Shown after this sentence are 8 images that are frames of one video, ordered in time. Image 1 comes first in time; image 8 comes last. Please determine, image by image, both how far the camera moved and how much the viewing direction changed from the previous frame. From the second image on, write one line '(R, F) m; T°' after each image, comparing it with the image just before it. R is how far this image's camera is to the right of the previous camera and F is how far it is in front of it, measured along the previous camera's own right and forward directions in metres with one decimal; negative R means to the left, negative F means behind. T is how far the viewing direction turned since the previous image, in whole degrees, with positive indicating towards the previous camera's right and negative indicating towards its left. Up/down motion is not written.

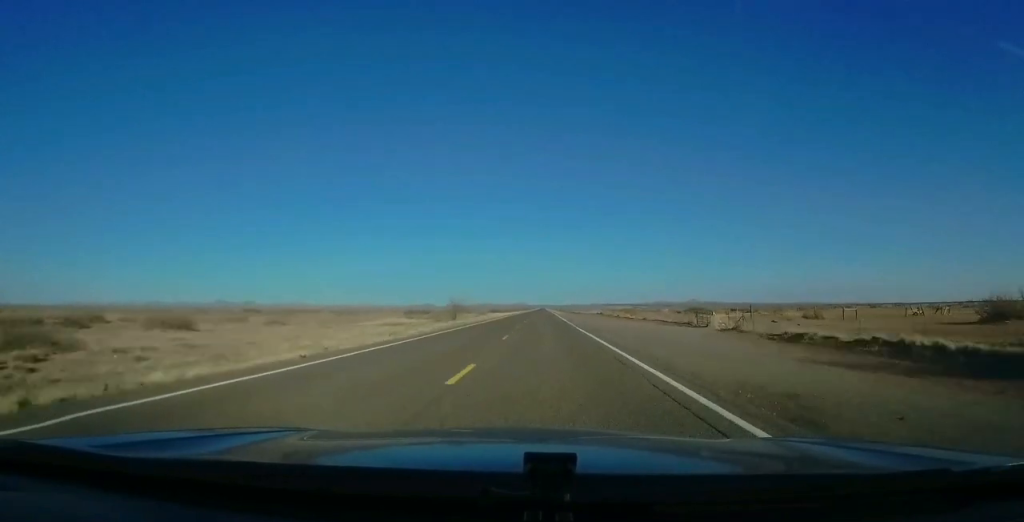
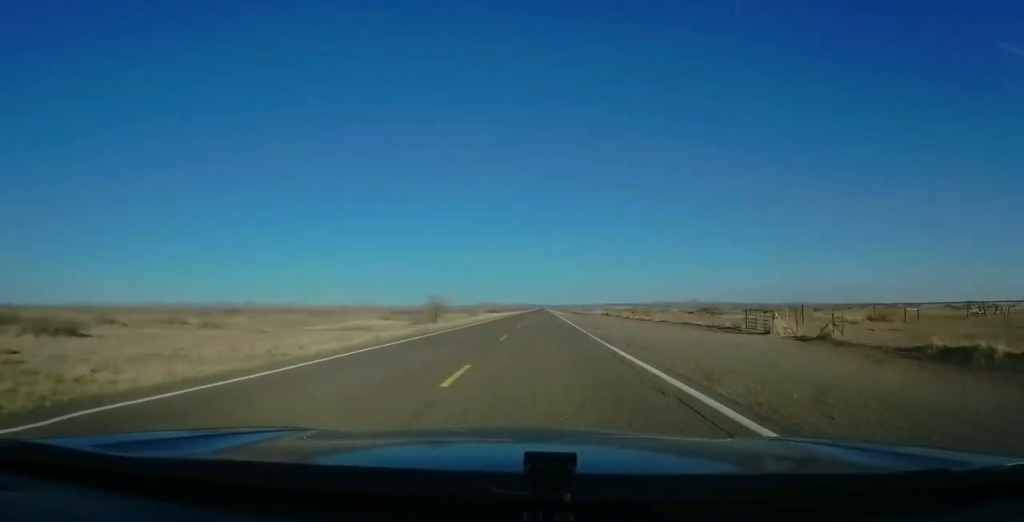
(0.0, +12.5) m; 0°
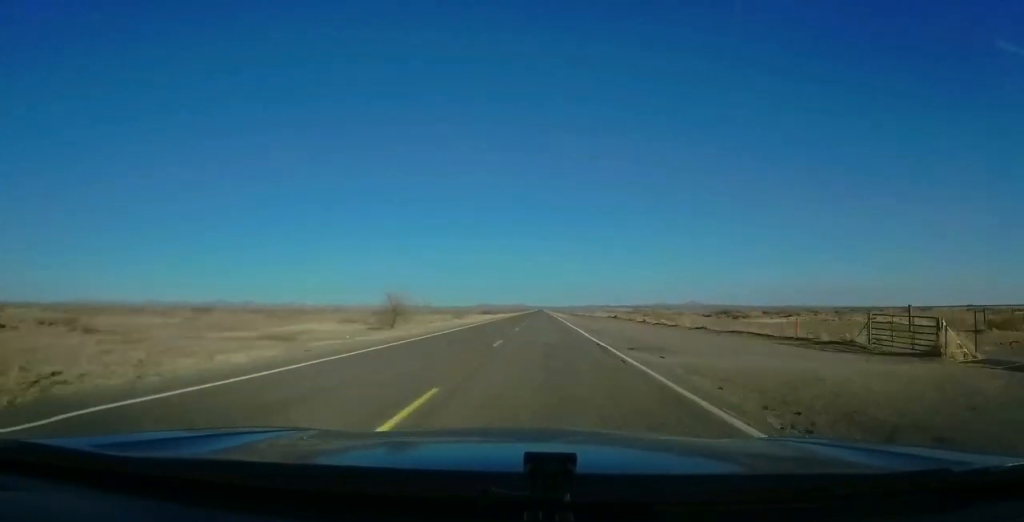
(-0.1, +15.5) m; +1°
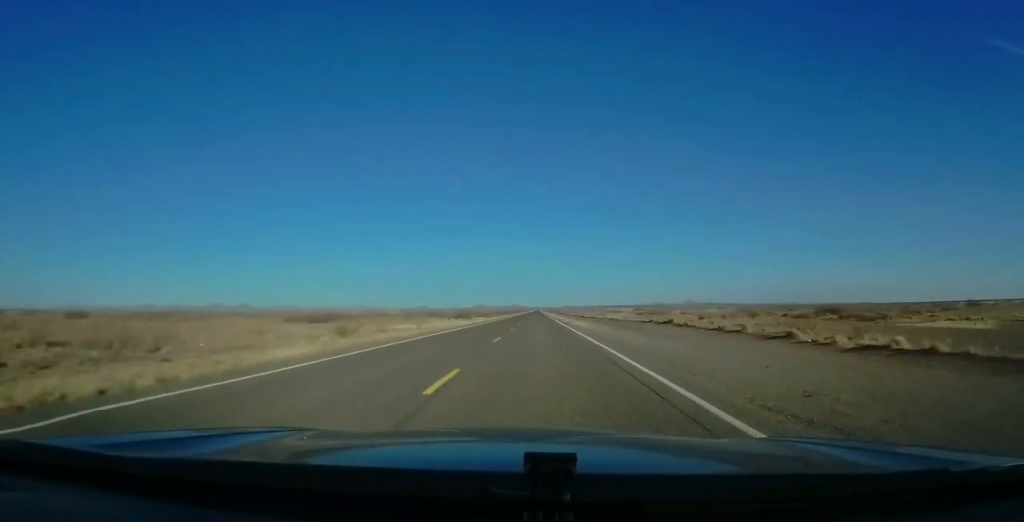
(+0.5, +46.4) m; 0°
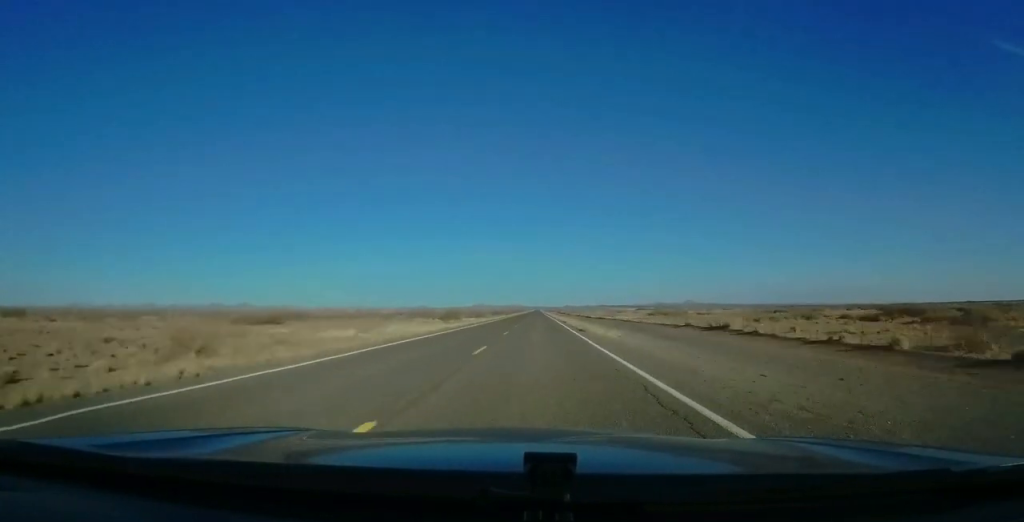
(-0.2, +17.4) m; -1°
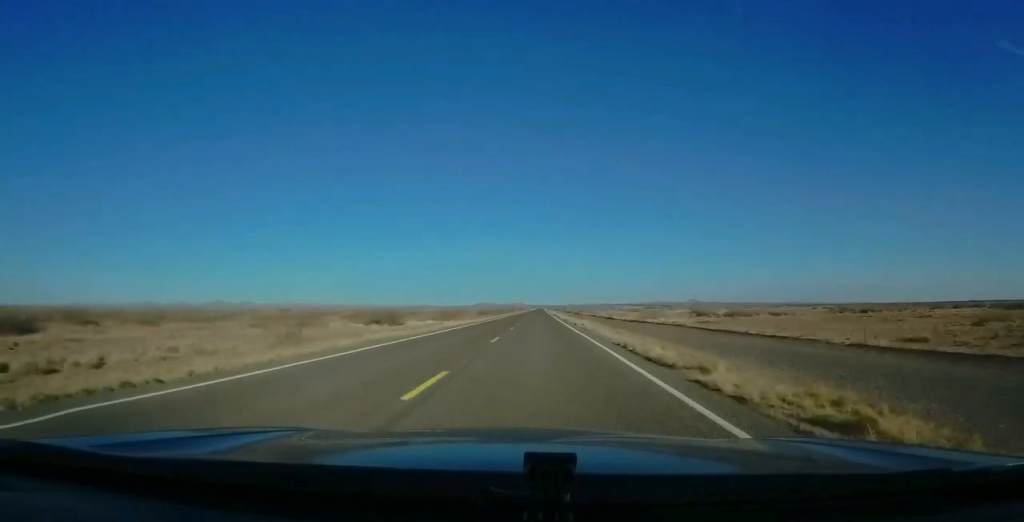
(+0.4, +44.7) m; +2°
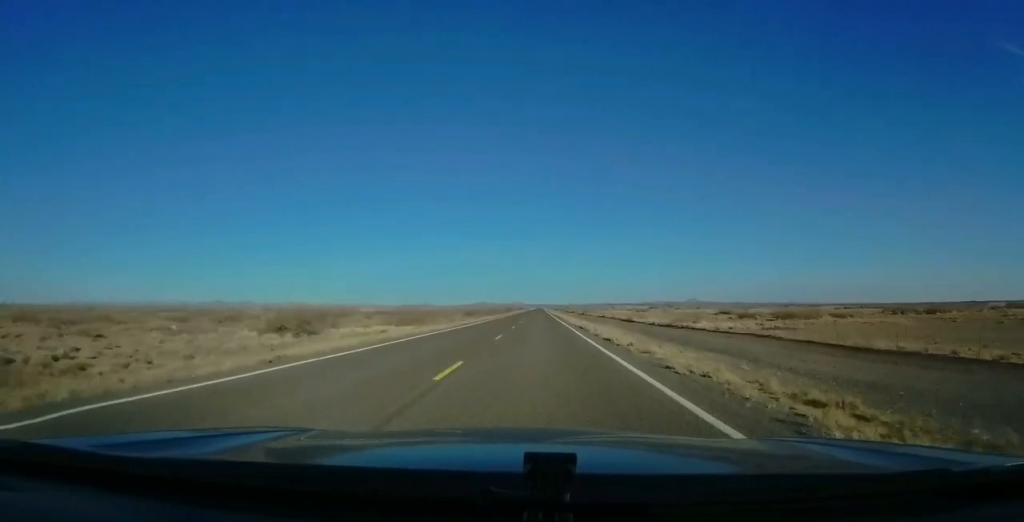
(+0.3, +22.3) m; 0°
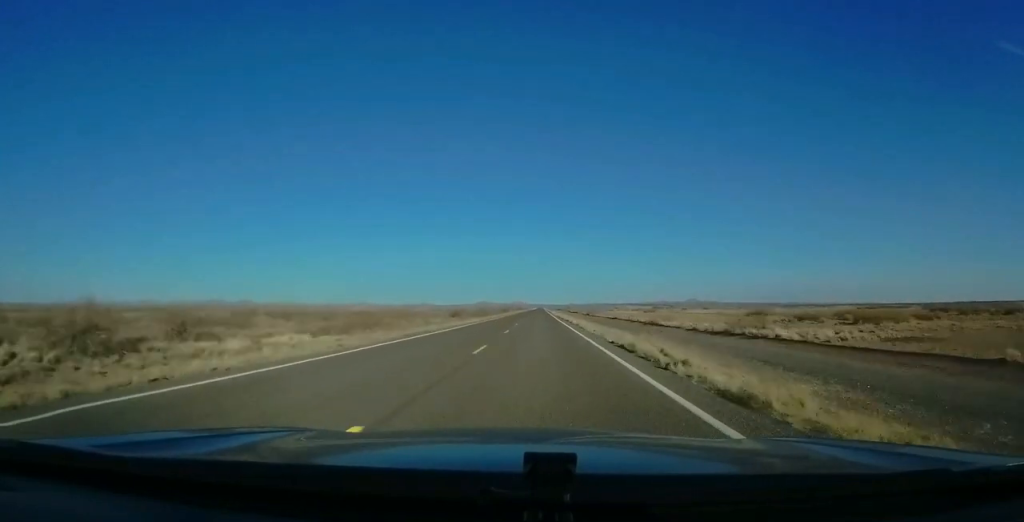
(+0.1, +19.4) m; -1°
